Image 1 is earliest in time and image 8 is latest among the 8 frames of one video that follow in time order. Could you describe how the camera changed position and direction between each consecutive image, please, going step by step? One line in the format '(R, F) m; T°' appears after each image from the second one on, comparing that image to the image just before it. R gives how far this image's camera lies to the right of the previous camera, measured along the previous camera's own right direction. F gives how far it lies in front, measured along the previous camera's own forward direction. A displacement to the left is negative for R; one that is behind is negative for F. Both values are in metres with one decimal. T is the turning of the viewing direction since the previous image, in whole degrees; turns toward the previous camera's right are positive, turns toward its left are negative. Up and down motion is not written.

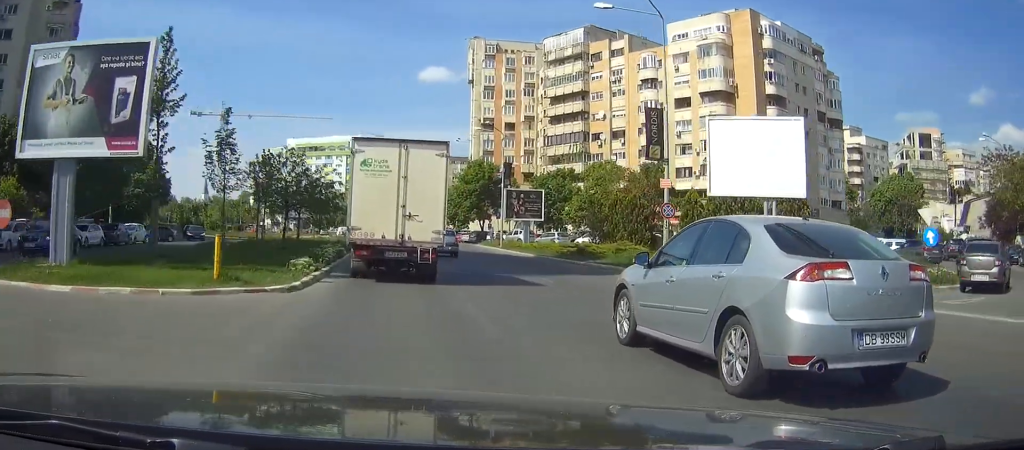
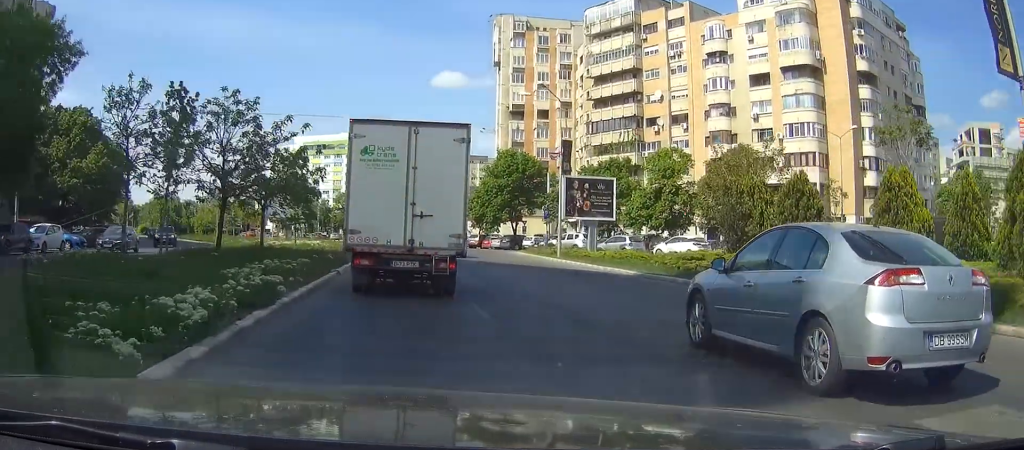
(-0.4, +17.1) m; -2°
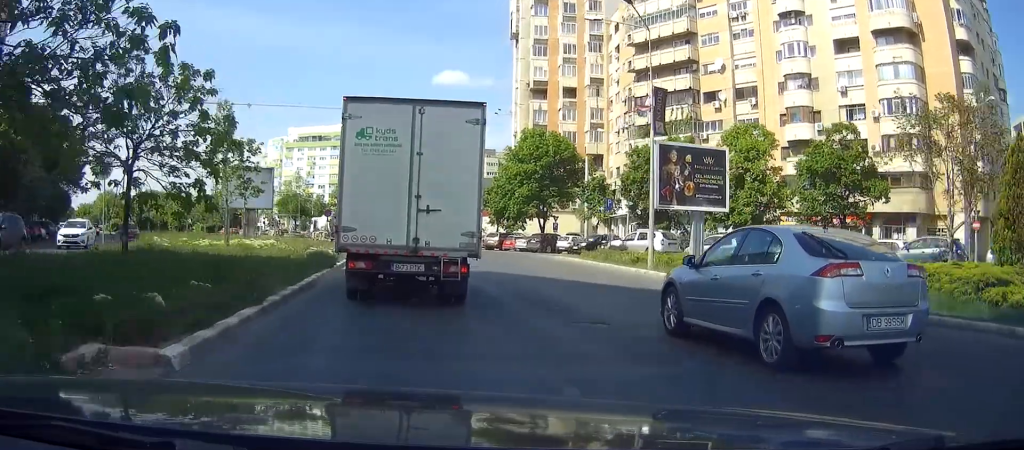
(-0.1, +16.2) m; 0°
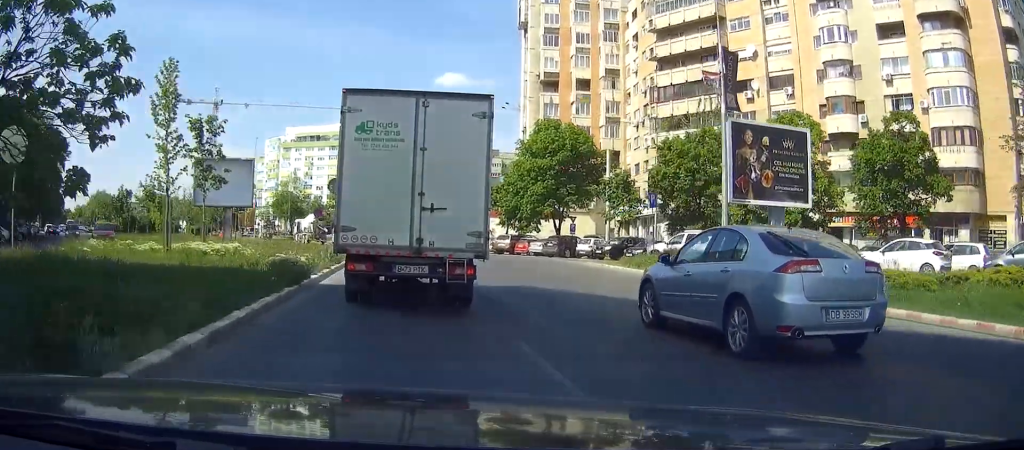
(0.0, +6.6) m; 0°
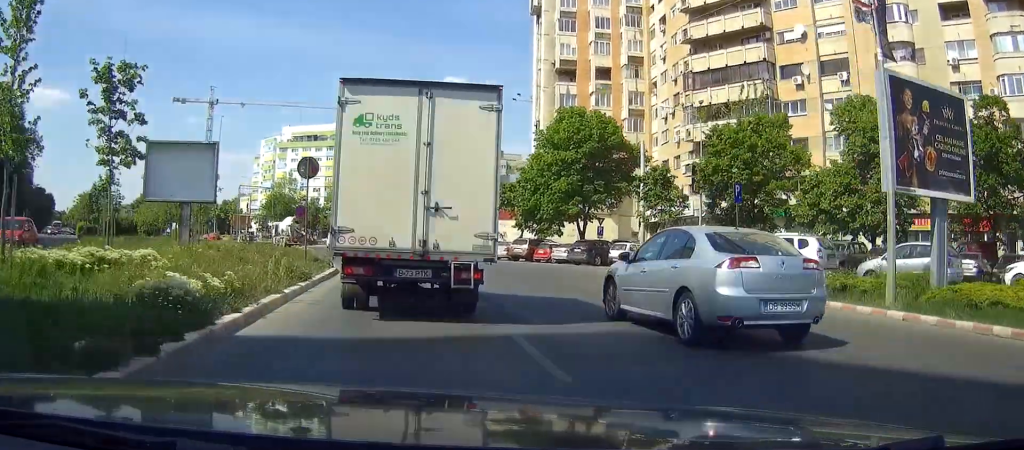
(0.0, +8.3) m; +1°
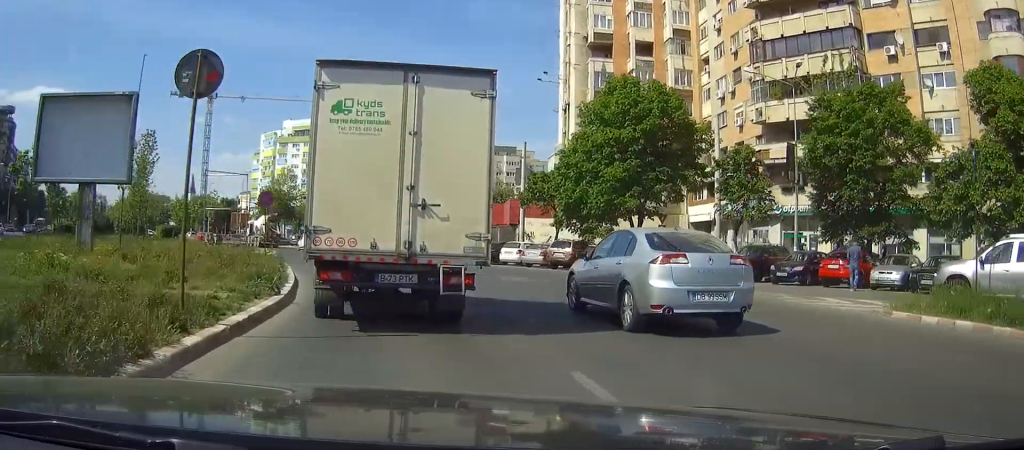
(+0.2, +11.3) m; 0°
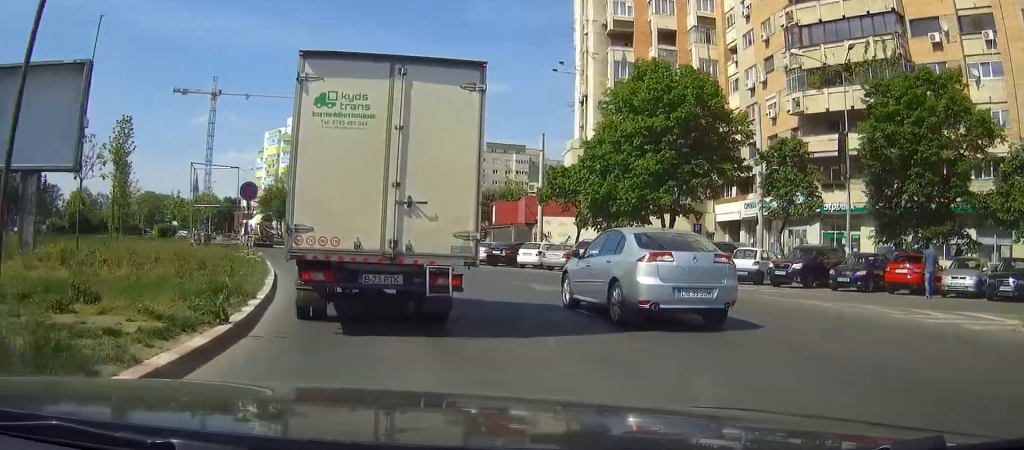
(0.0, +4.1) m; -1°
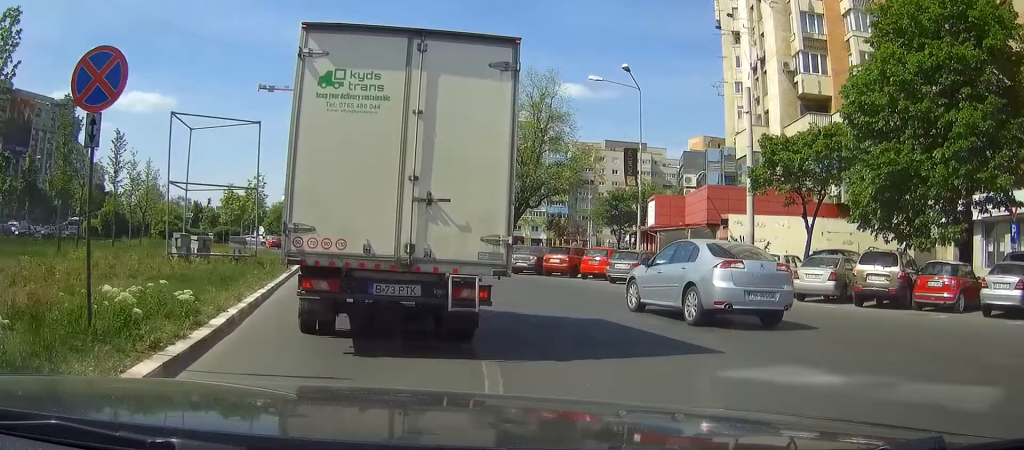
(-0.5, +17.0) m; -5°
